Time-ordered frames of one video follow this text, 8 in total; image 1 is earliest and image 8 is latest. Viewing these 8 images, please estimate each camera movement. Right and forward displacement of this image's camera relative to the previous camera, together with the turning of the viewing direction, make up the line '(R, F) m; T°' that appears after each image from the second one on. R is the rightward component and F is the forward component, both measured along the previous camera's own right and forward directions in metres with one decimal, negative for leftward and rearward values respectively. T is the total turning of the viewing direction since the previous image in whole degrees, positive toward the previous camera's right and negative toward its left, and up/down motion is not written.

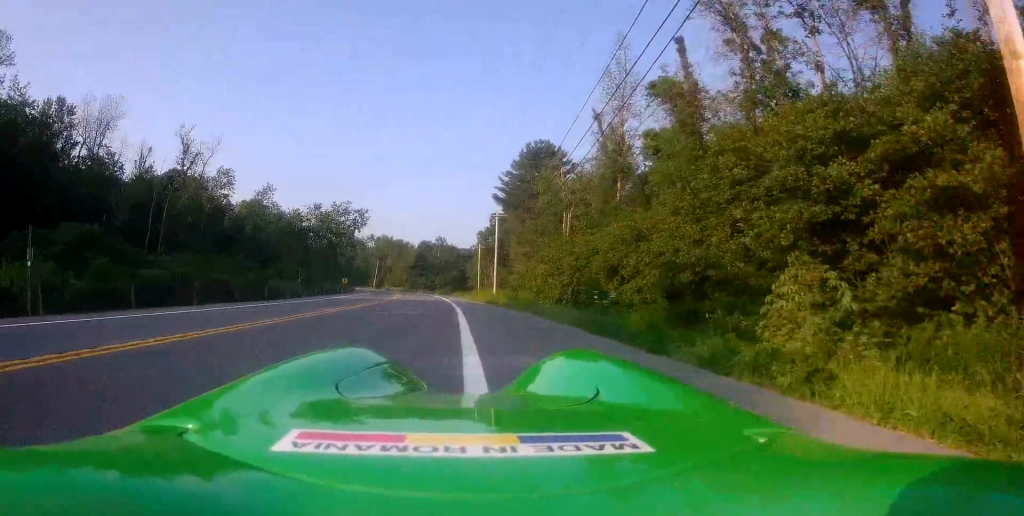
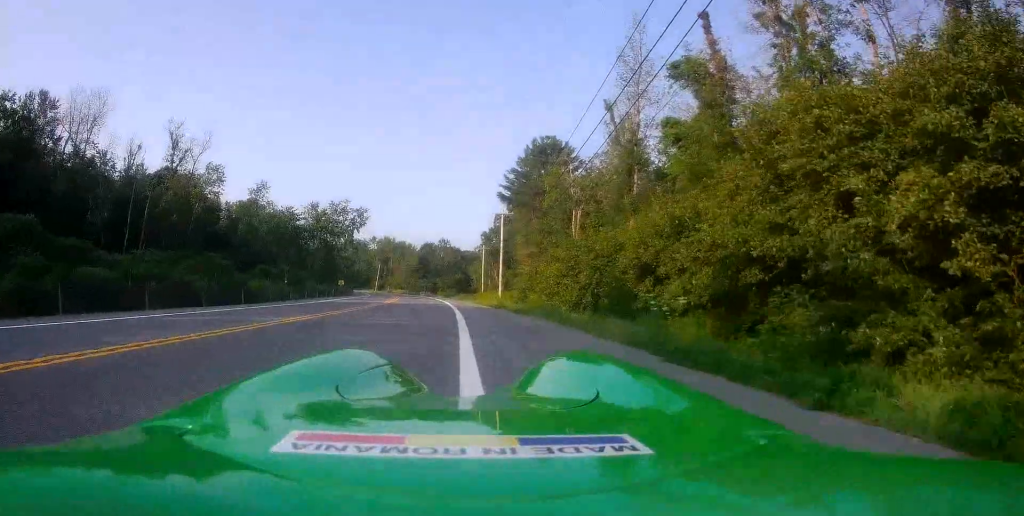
(0.0, +3.8) m; -1°
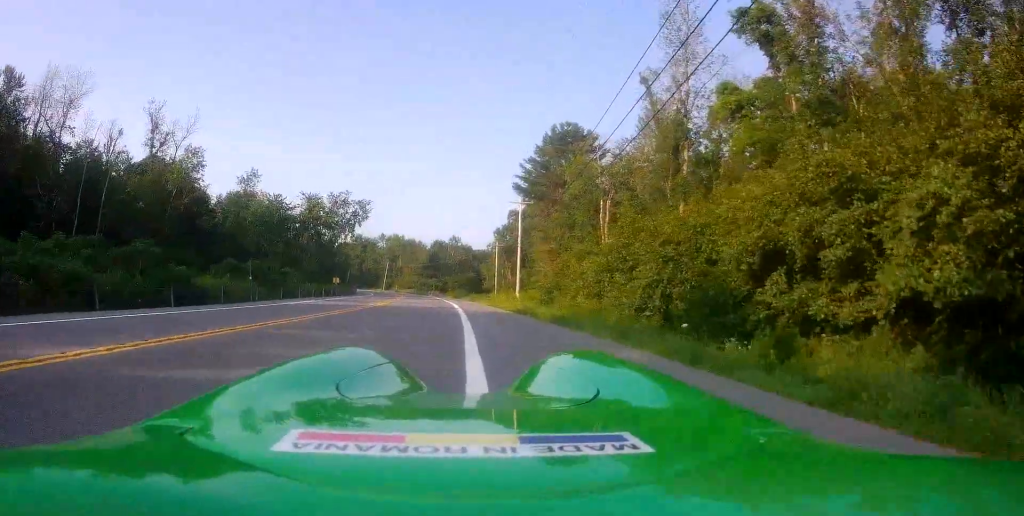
(+0.1, +8.3) m; -1°
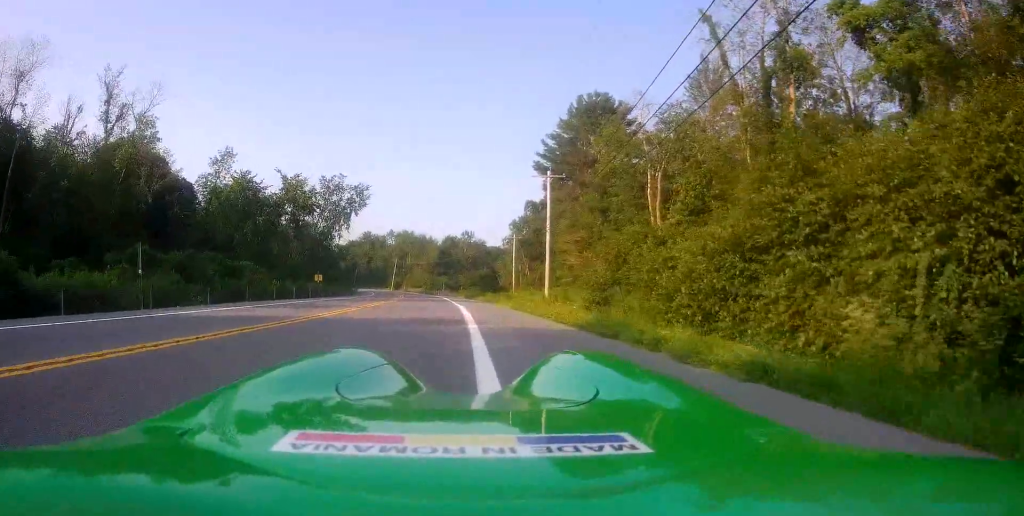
(-0.3, +11.7) m; -2°
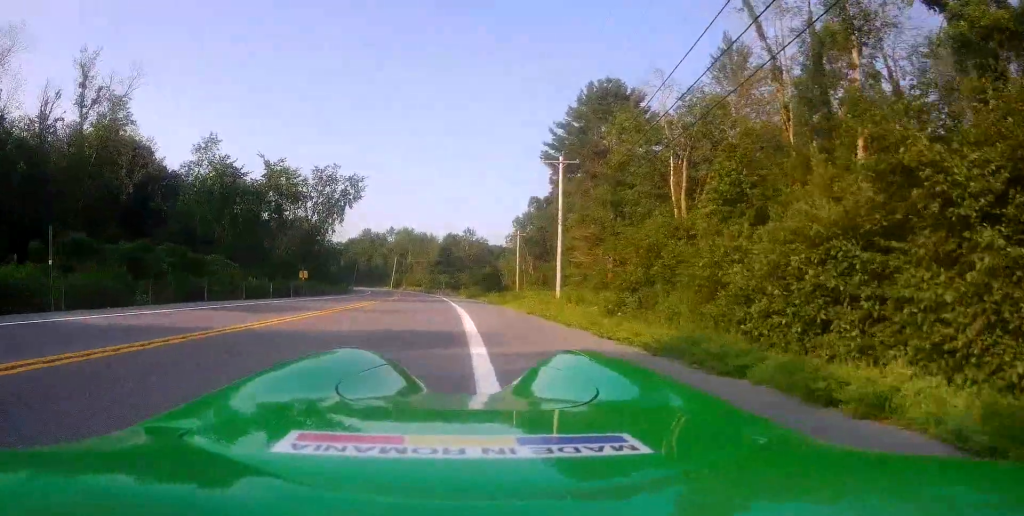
(+0.1, +5.0) m; -1°
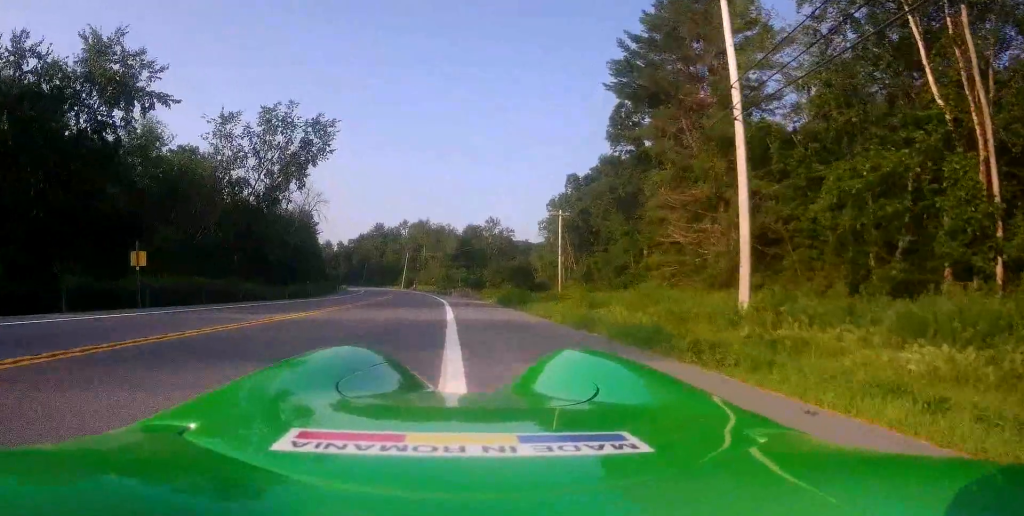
(+0.5, +24.3) m; -2°
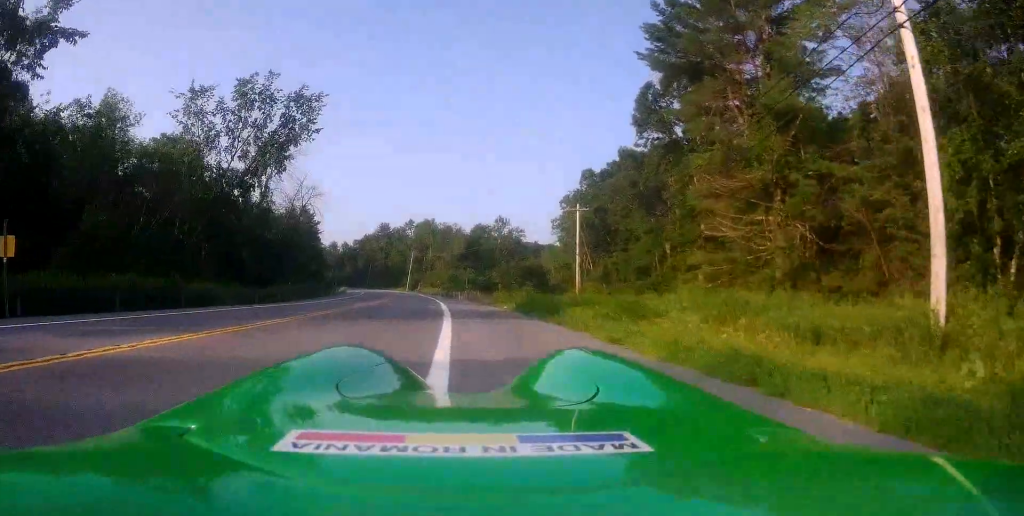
(-0.3, +6.6) m; -2°
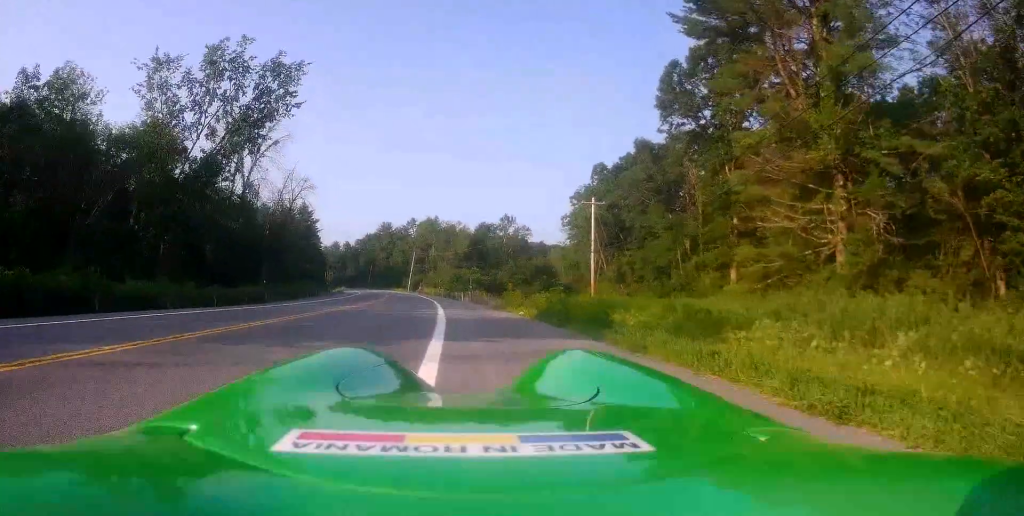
(-0.2, +5.8) m; 0°
